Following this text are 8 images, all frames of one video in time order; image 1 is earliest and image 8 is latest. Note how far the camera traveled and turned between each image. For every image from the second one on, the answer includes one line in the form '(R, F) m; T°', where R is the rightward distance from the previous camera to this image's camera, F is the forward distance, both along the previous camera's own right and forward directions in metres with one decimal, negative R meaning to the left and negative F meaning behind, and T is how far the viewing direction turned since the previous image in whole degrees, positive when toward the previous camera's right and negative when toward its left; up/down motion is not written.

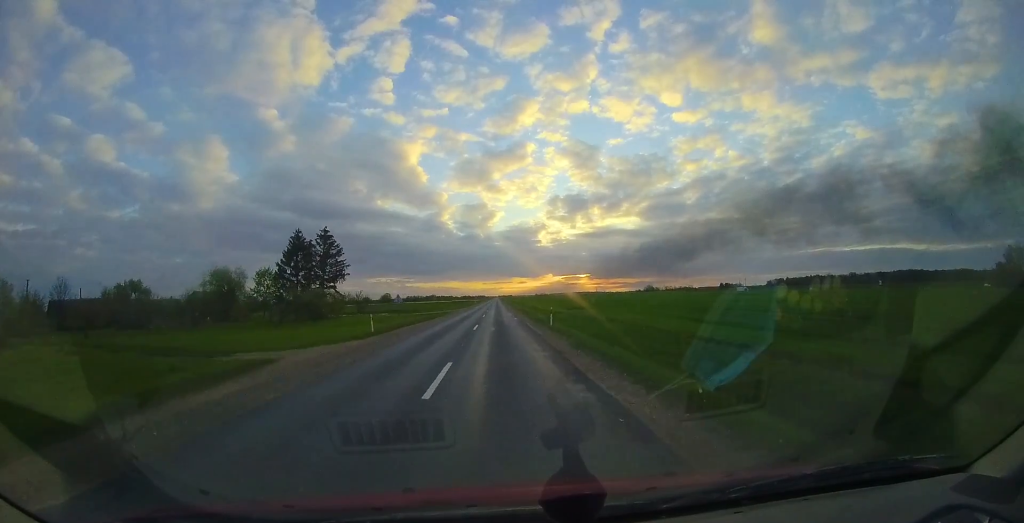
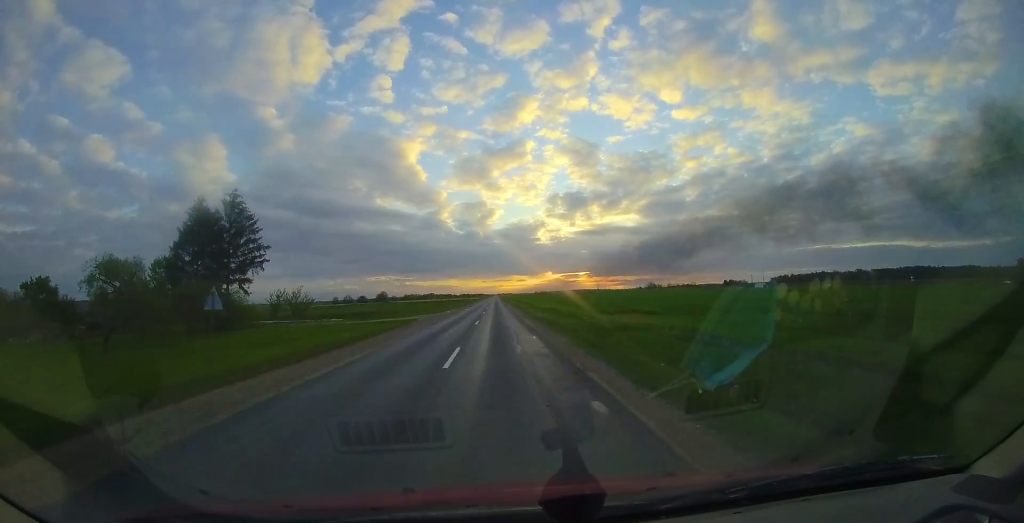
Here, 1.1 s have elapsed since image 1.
(+0.3, +21.5) m; 0°
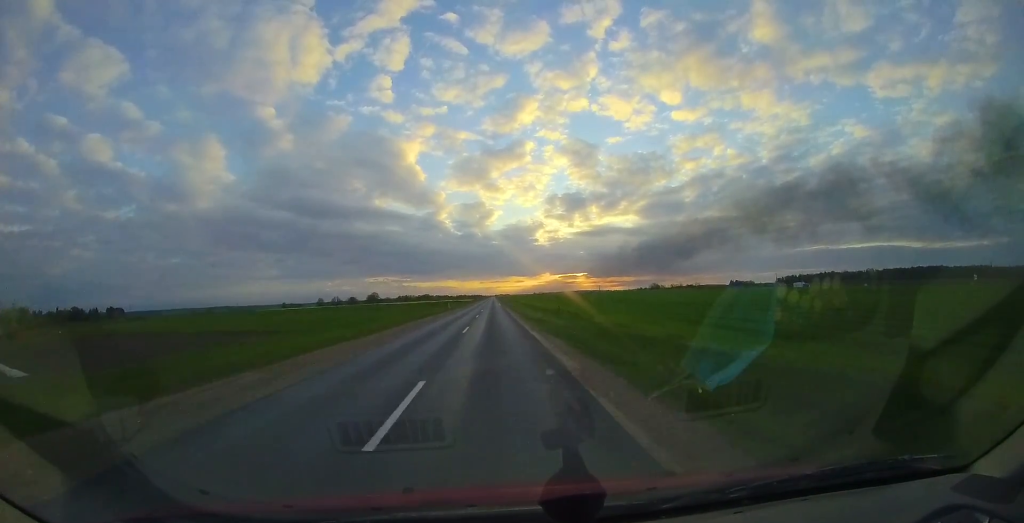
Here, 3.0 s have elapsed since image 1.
(-0.4, +39.5) m; -1°
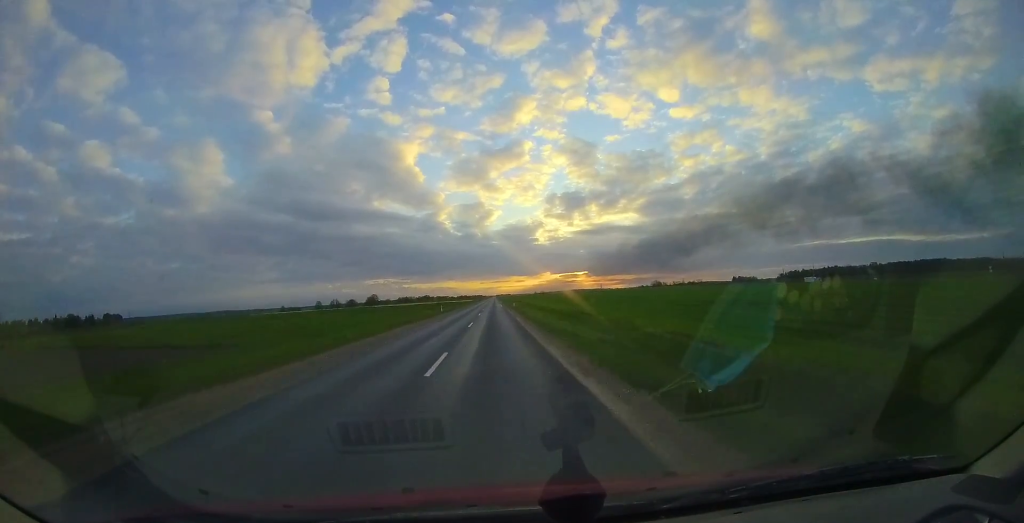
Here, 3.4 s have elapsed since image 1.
(+0.2, +8.3) m; 0°
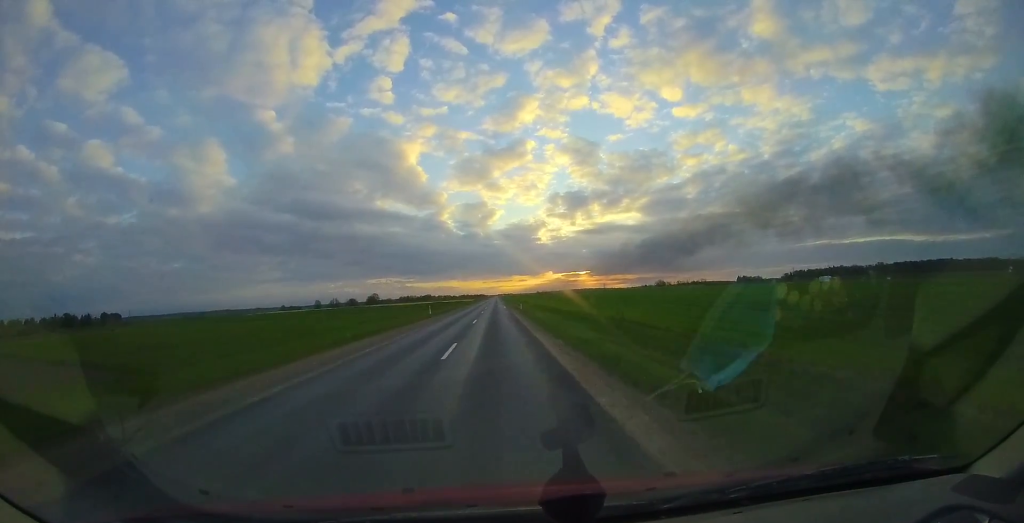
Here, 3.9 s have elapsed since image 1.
(-0.3, +9.9) m; 0°
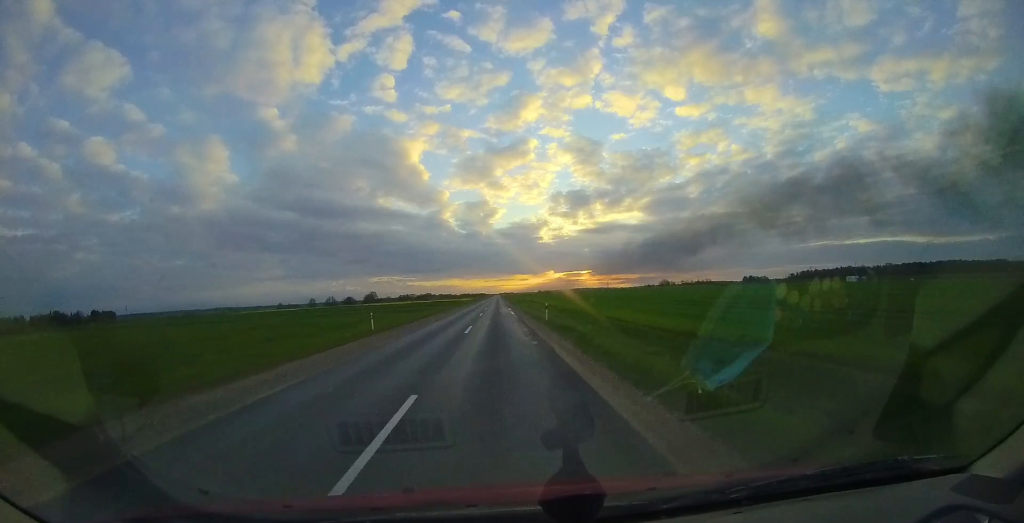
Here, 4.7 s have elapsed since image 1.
(-0.1, +18.5) m; +1°
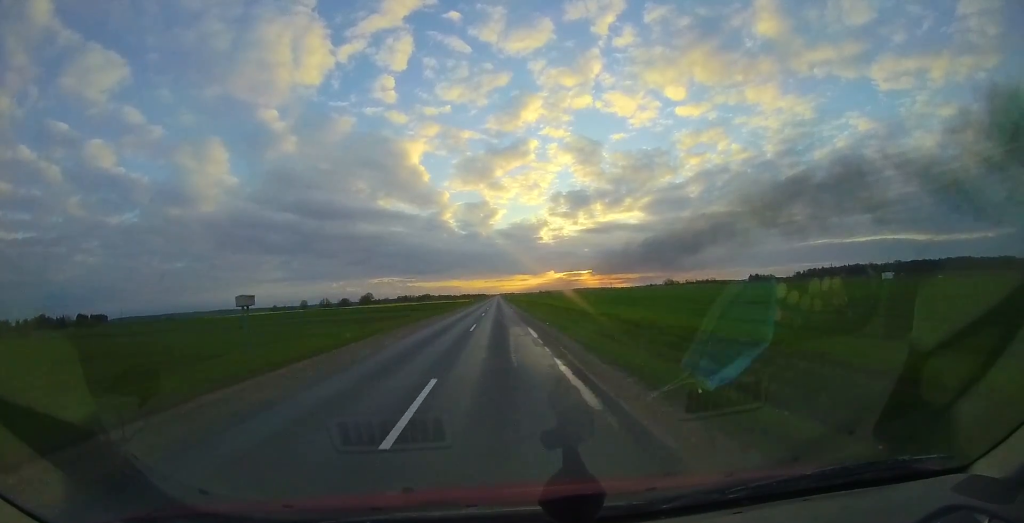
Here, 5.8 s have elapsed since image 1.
(+0.4, +23.4) m; +1°
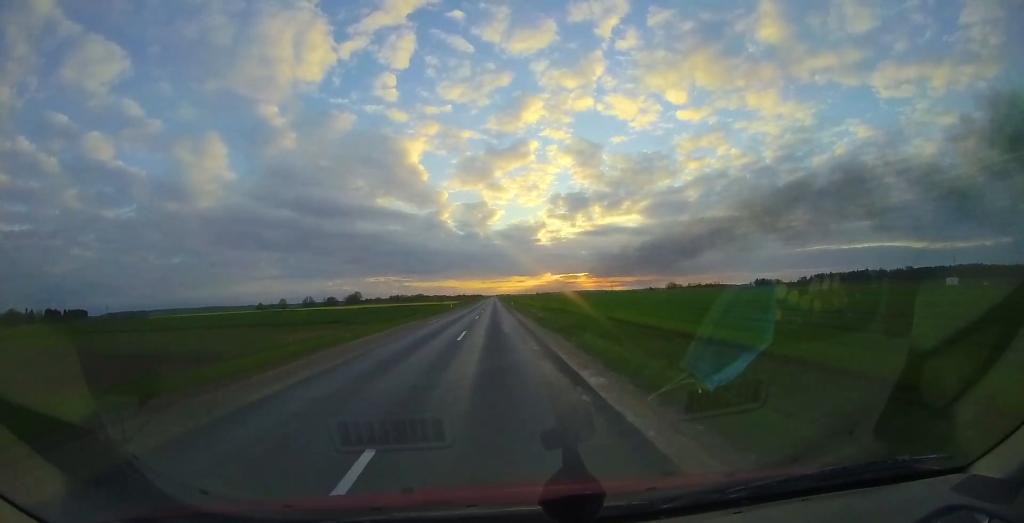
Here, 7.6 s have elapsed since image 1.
(-0.6, +38.9) m; -1°
